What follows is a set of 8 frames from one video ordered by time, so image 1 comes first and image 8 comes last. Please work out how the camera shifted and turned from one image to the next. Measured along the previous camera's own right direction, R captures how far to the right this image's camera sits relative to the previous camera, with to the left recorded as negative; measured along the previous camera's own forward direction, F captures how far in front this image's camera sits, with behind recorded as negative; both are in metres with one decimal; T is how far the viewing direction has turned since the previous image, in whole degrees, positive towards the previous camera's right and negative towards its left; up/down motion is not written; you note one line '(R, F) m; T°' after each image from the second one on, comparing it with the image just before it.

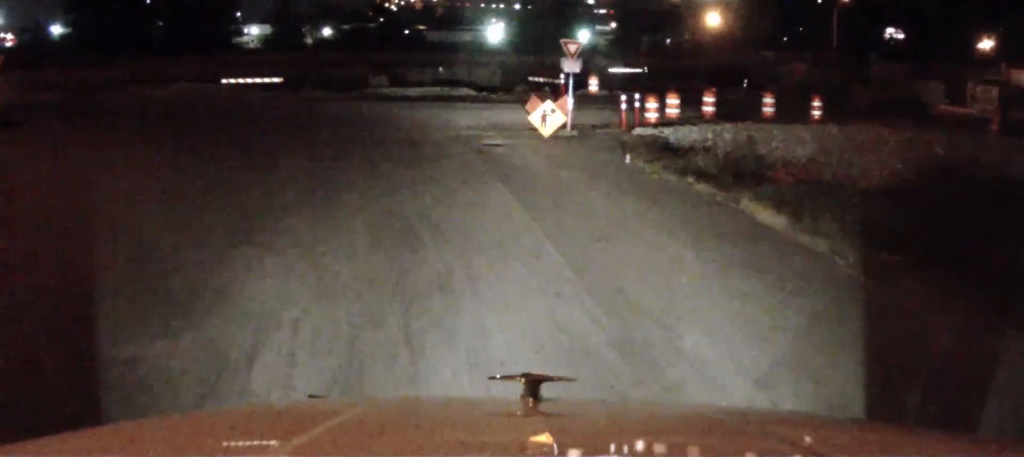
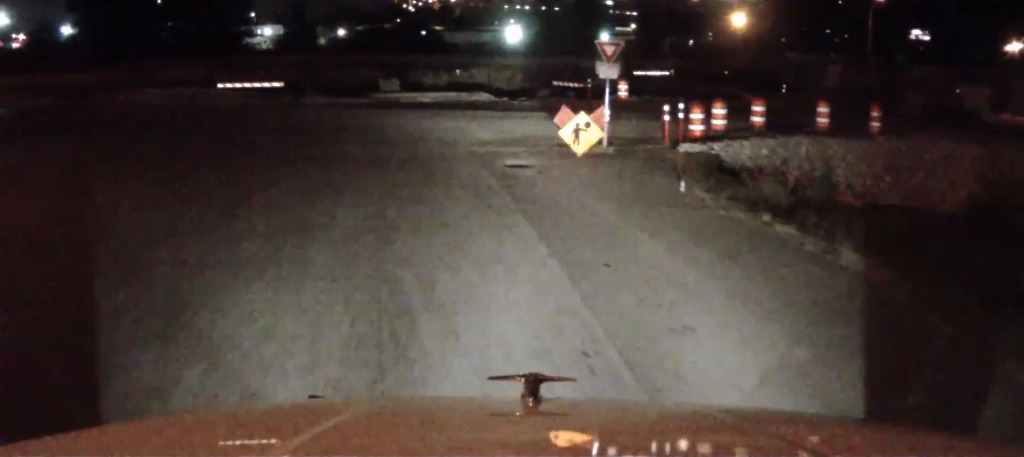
(+0.1, +3.3) m; +1°
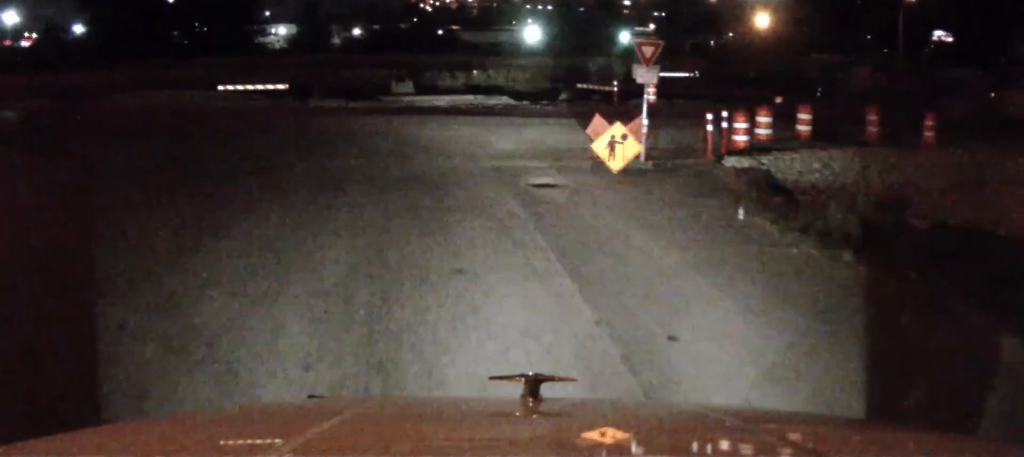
(0.0, +2.4) m; -2°
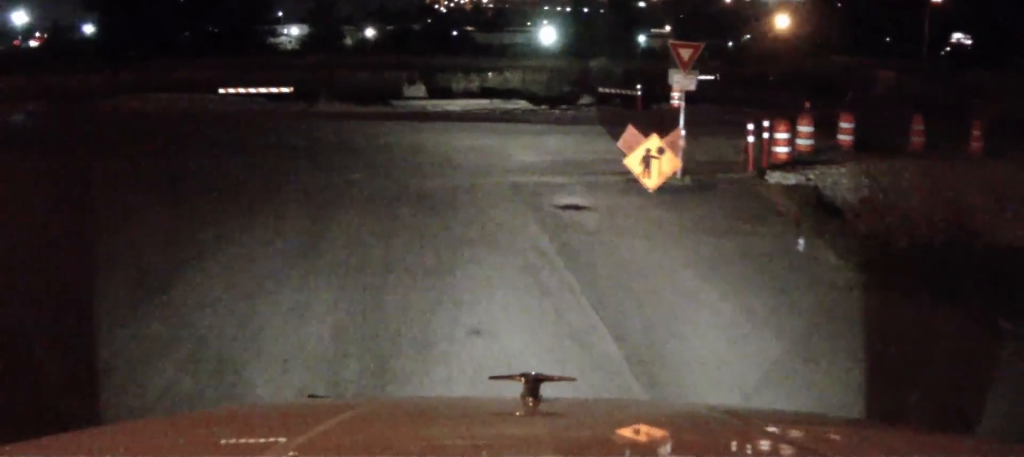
(0.0, +1.8) m; -2°
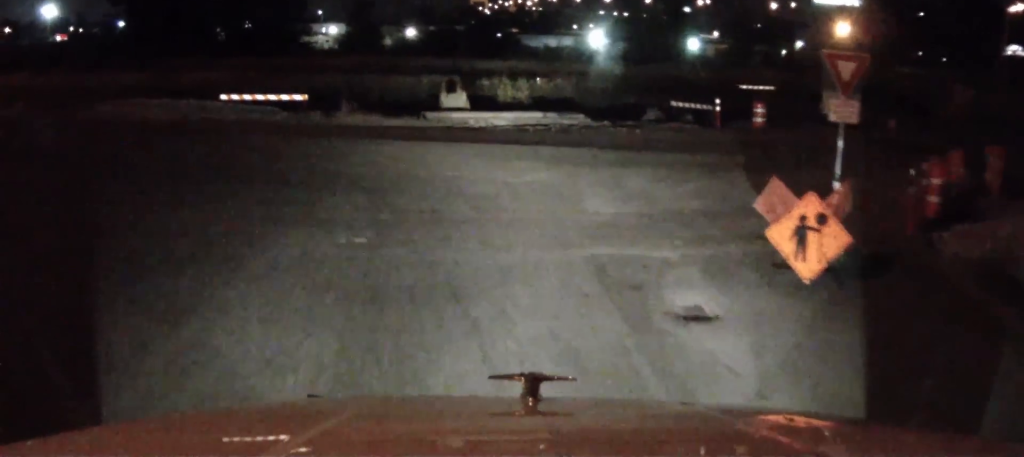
(-0.3, +5.3) m; -5°
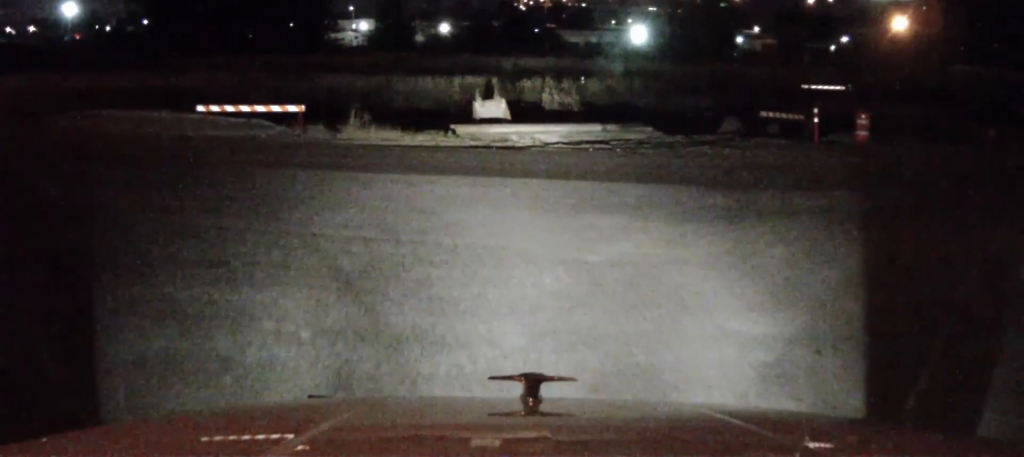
(-0.3, +6.1) m; -6°
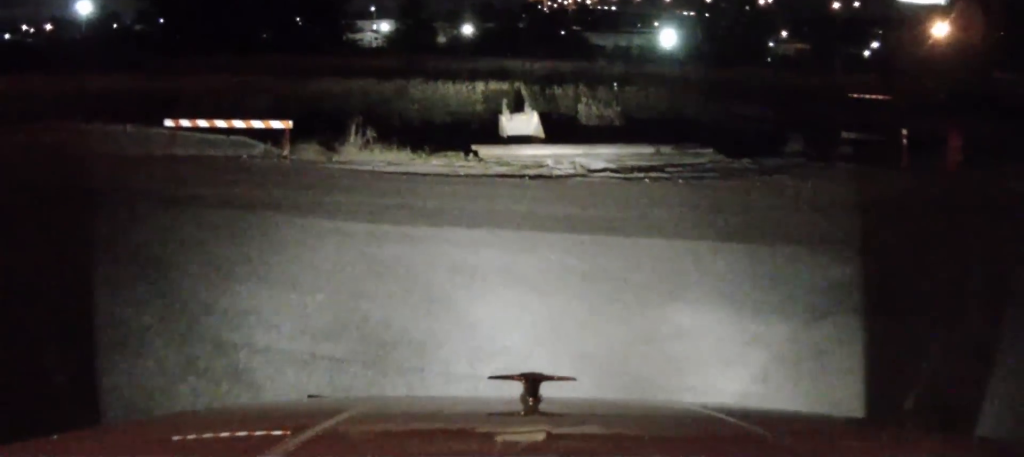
(-0.1, +4.1) m; -1°
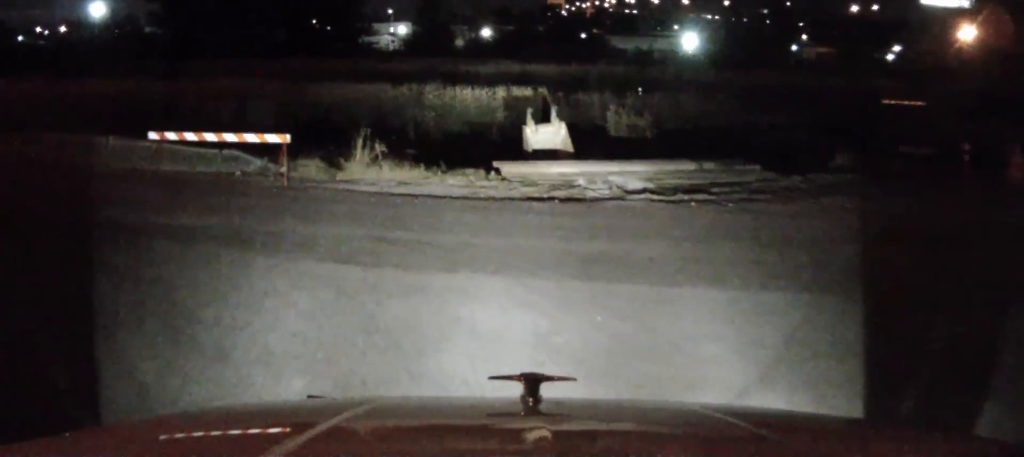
(0.0, +2.0) m; 0°
